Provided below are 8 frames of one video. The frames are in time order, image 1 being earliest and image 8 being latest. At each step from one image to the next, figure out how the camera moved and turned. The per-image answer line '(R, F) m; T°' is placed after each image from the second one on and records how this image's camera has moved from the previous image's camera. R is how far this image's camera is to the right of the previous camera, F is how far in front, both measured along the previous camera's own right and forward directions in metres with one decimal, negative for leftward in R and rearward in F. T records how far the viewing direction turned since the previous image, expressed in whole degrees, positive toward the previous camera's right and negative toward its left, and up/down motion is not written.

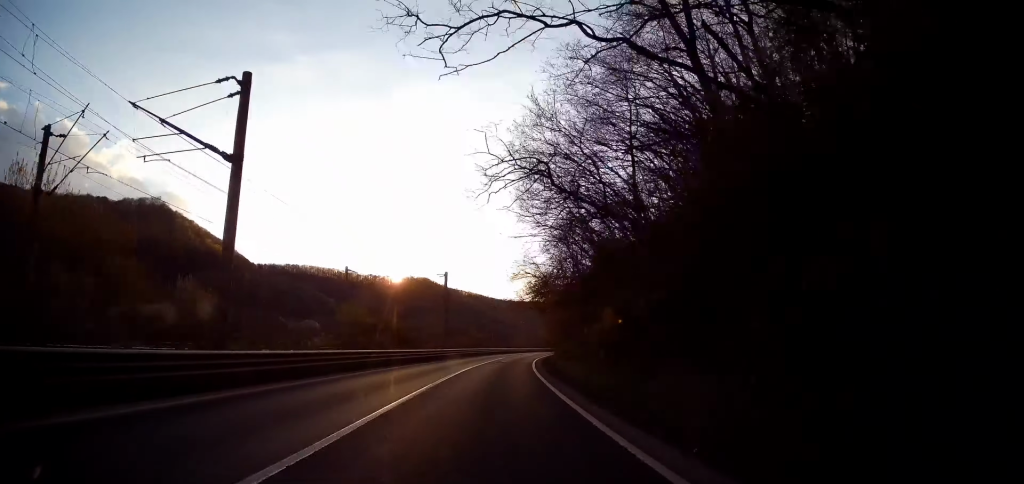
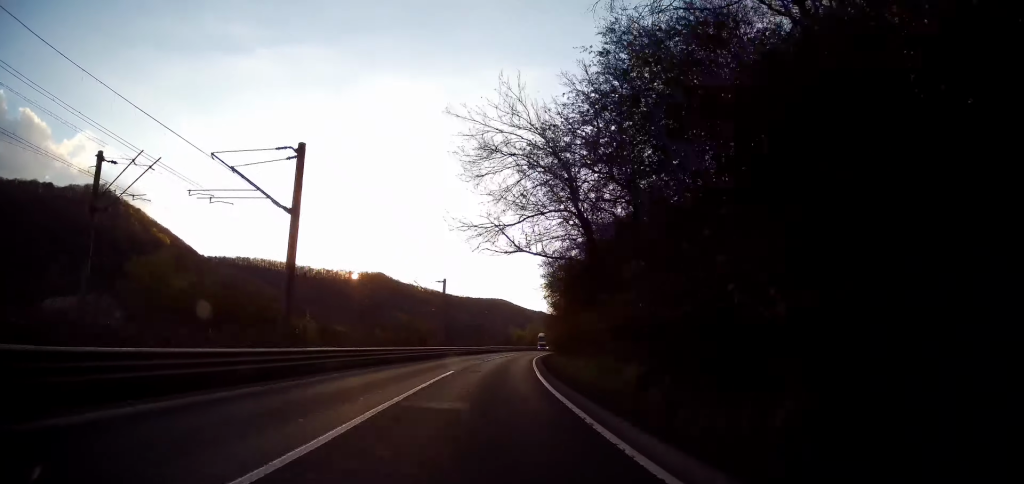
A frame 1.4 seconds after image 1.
(+0.4, +33.9) m; +3°
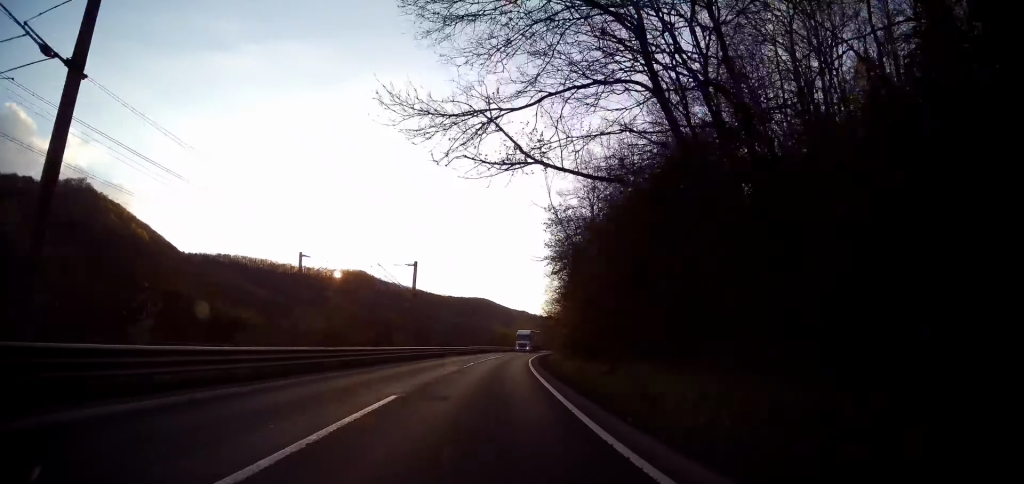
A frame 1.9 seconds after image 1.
(+0.1, +11.4) m; +2°
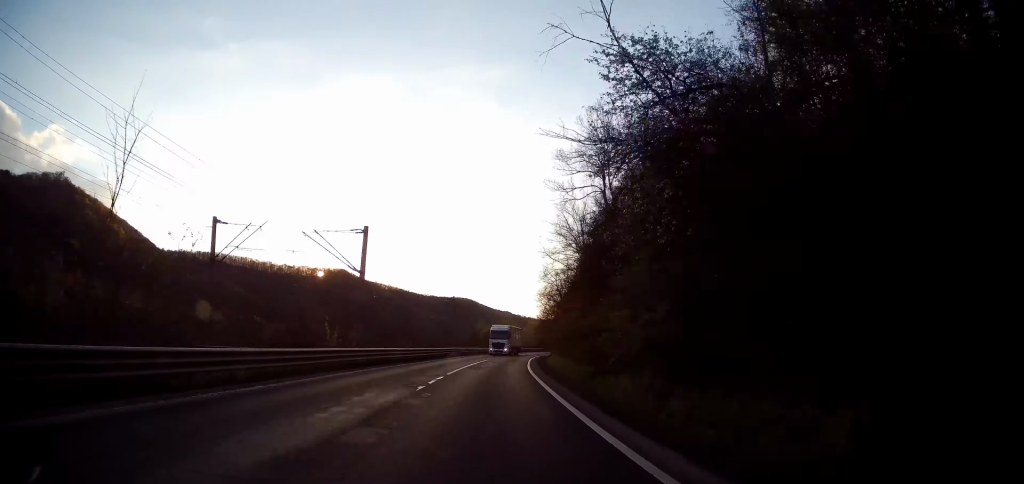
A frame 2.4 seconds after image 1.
(+0.2, +14.0) m; +2°
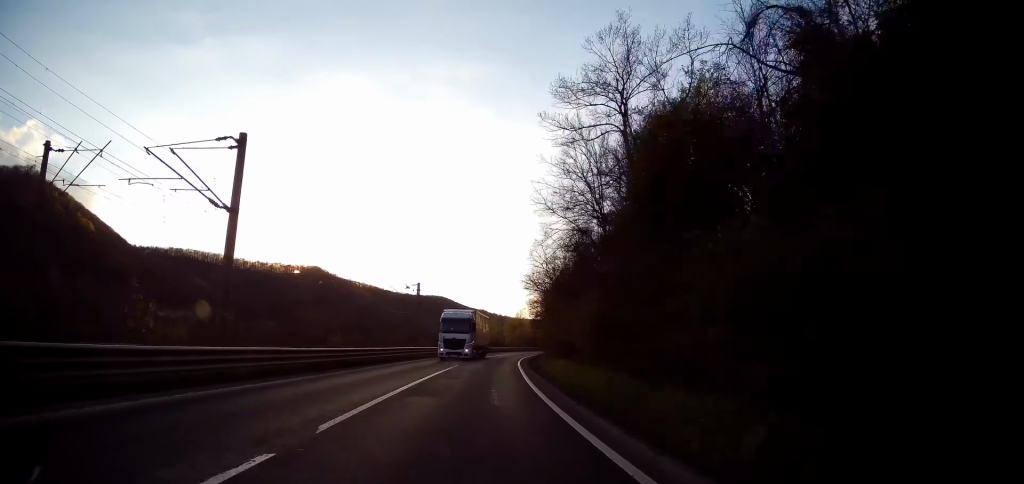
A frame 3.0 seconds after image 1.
(+0.2, +14.9) m; +2°
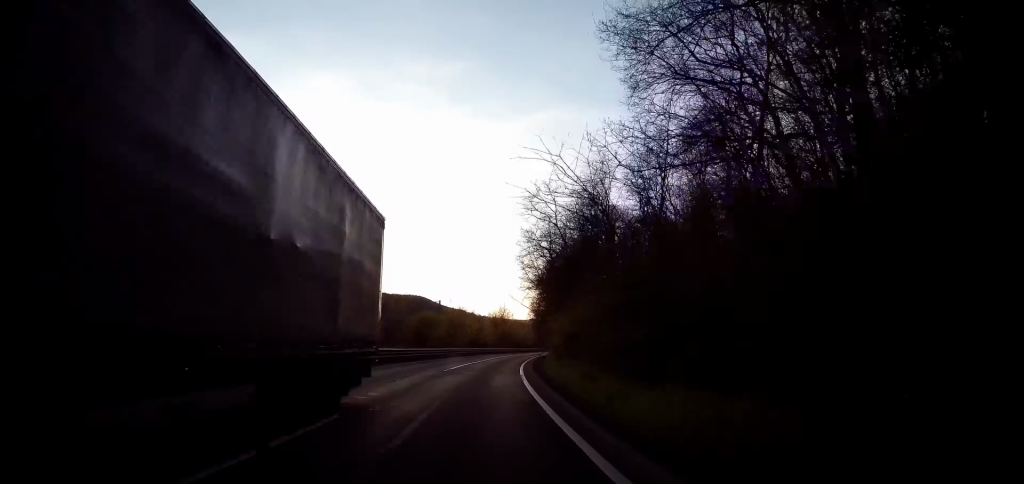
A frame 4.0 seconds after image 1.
(+0.8, +23.3) m; +5°
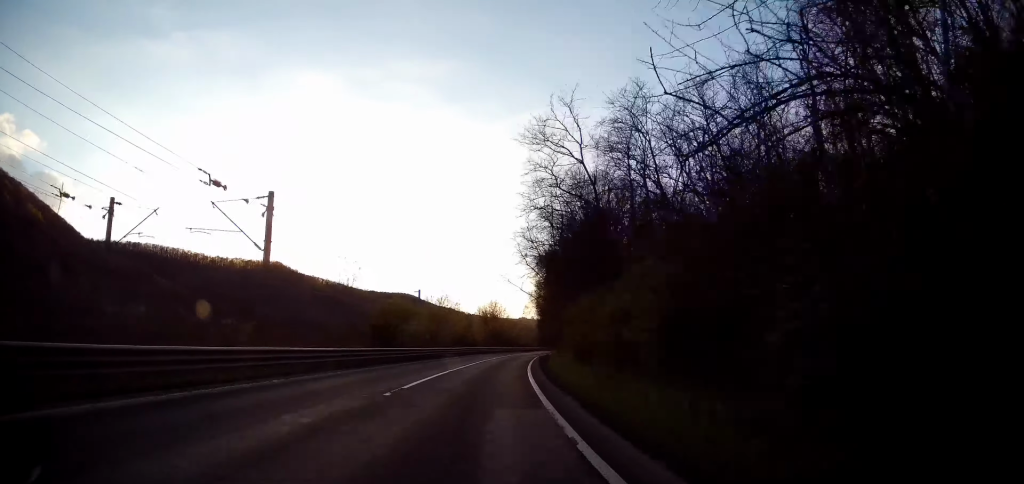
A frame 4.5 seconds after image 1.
(+0.4, +13.4) m; +2°
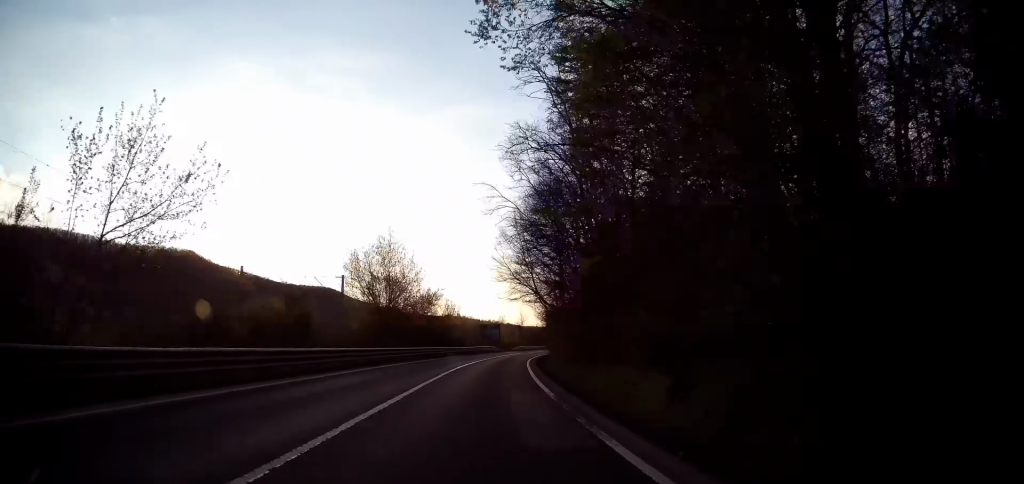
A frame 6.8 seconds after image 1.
(+3.0, +59.0) m; +6°
